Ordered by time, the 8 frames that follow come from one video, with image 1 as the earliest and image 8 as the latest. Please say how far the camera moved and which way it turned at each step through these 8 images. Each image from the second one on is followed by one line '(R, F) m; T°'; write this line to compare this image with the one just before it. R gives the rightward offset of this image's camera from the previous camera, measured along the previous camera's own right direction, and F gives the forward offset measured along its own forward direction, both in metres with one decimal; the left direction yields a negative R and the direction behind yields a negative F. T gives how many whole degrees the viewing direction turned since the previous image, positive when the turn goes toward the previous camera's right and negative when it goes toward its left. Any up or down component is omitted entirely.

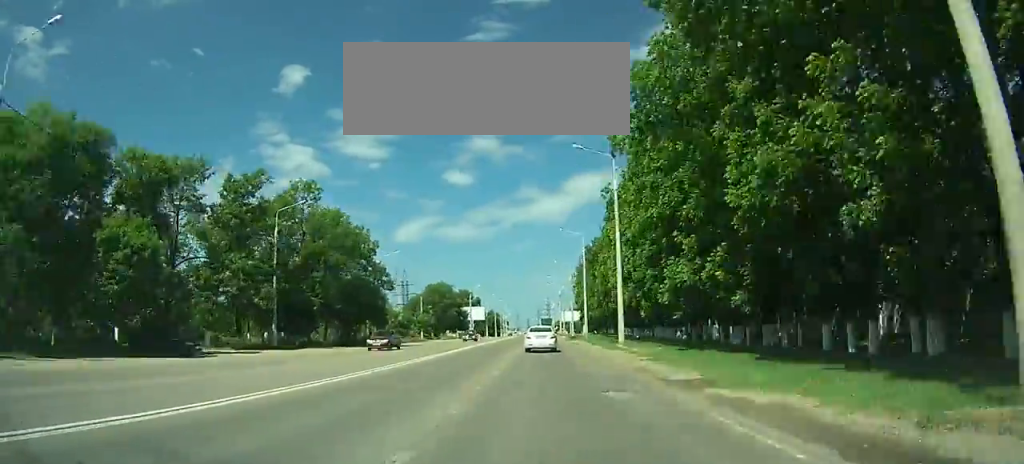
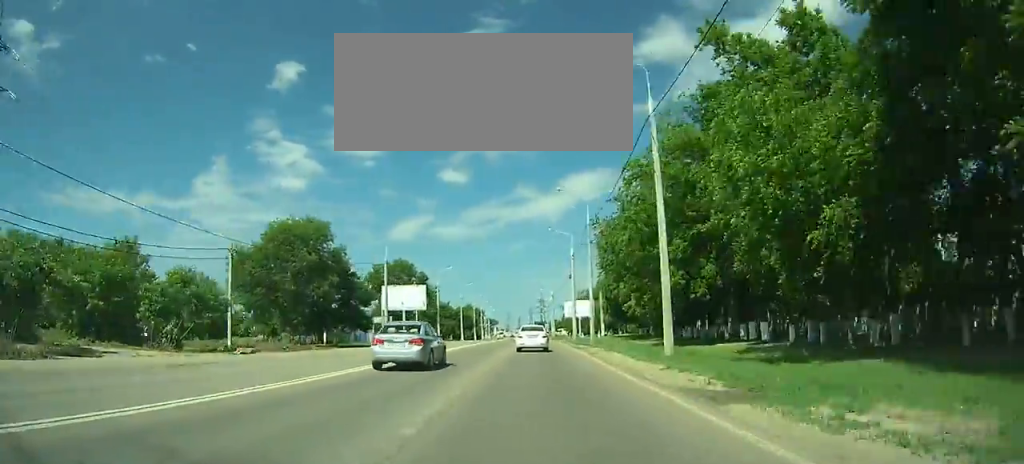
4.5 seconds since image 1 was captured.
(+1.2, +67.4) m; +2°
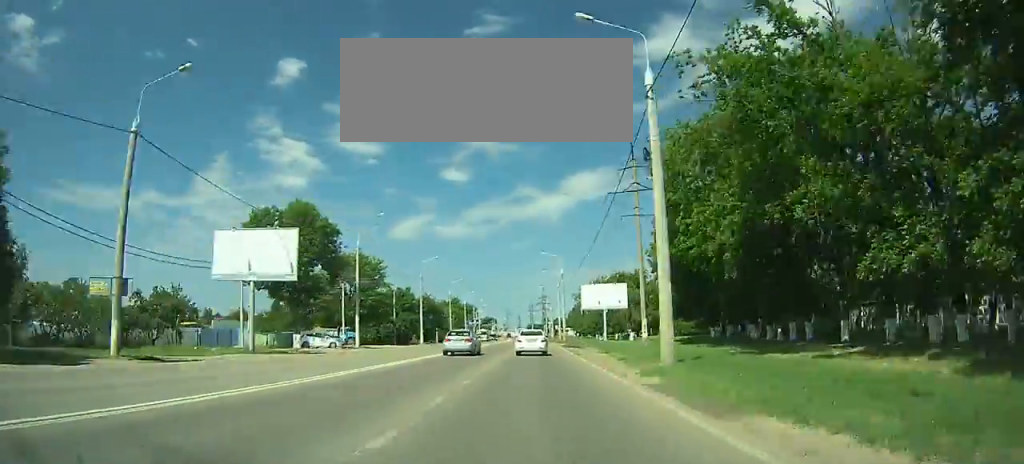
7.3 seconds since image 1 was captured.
(+0.3, +42.3) m; 0°
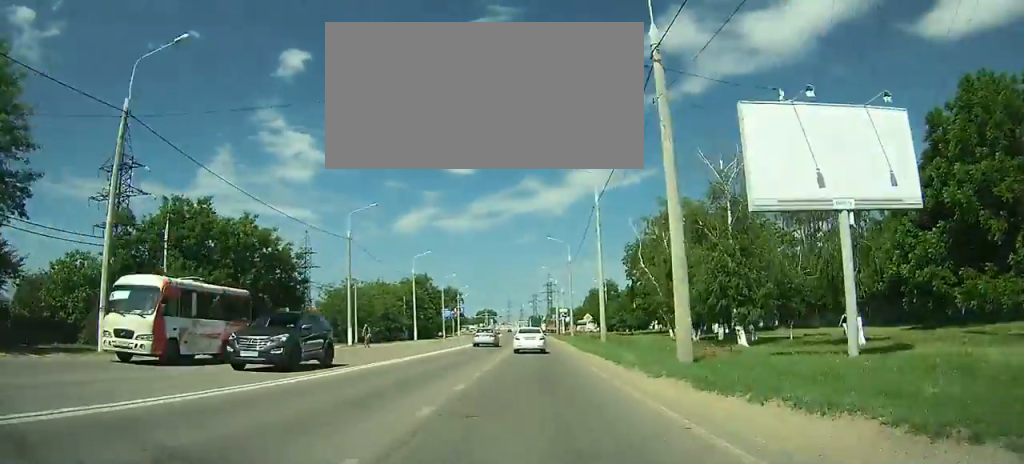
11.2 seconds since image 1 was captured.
(-0.3, +60.1) m; -1°
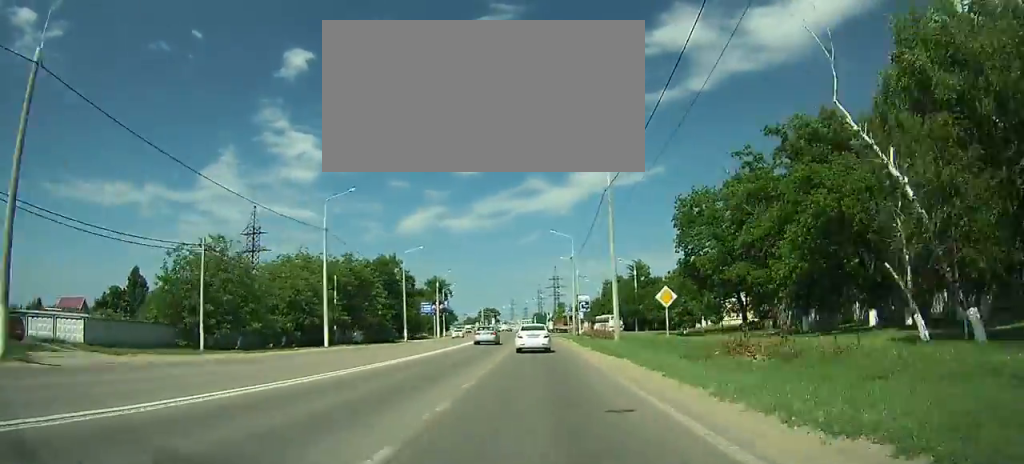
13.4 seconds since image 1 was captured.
(-0.3, +33.7) m; -1°
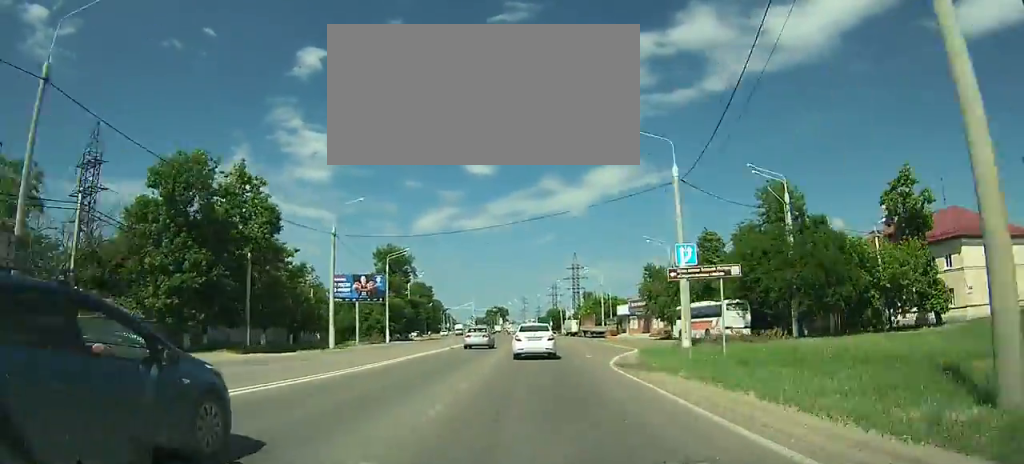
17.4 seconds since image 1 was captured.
(-1.2, +58.4) m; -3°
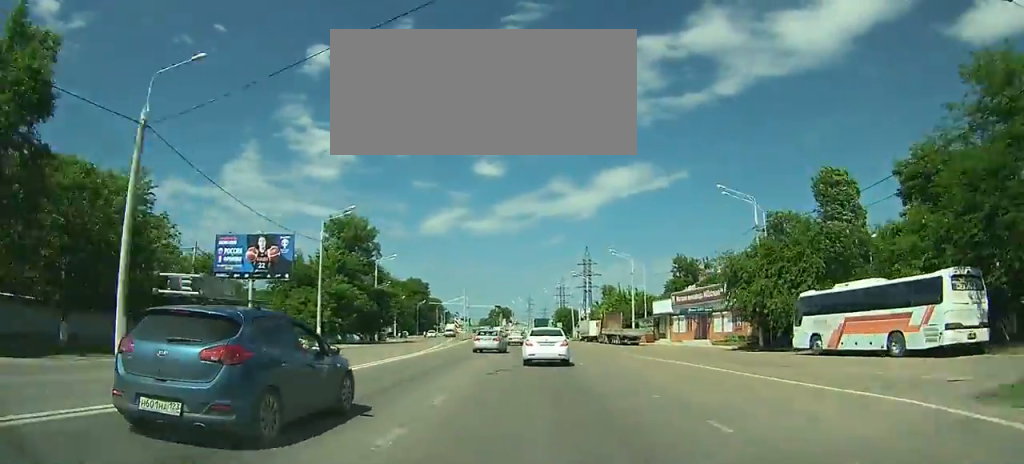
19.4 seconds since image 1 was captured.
(-0.5, +25.8) m; 0°
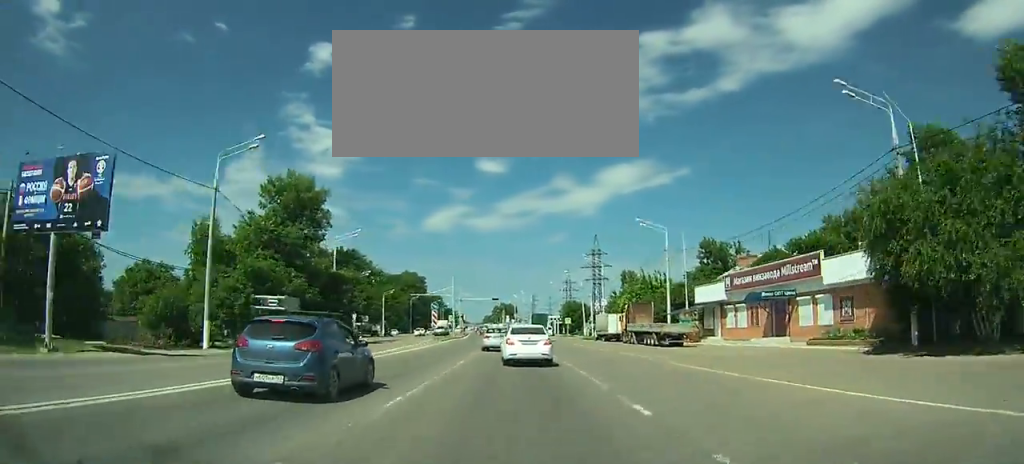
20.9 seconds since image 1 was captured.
(-0.7, +18.4) m; 0°
